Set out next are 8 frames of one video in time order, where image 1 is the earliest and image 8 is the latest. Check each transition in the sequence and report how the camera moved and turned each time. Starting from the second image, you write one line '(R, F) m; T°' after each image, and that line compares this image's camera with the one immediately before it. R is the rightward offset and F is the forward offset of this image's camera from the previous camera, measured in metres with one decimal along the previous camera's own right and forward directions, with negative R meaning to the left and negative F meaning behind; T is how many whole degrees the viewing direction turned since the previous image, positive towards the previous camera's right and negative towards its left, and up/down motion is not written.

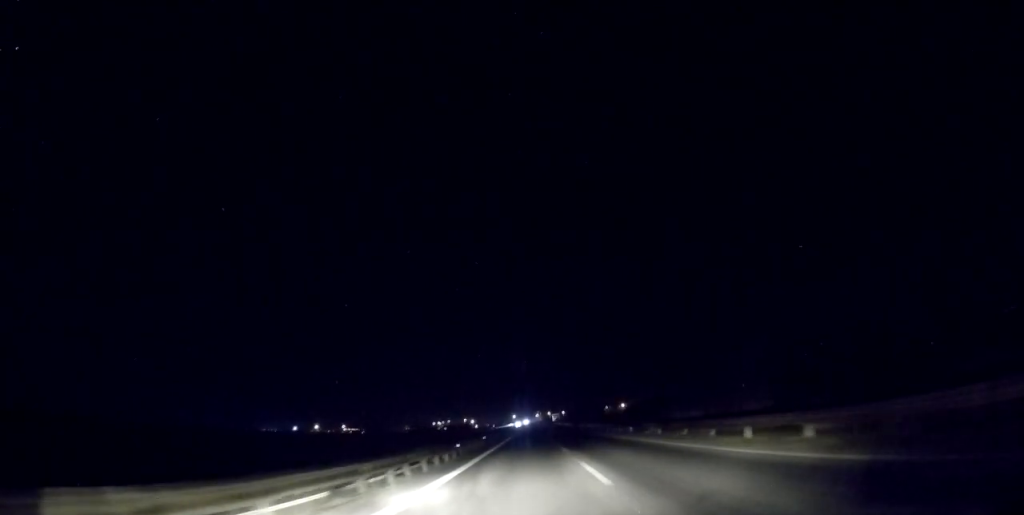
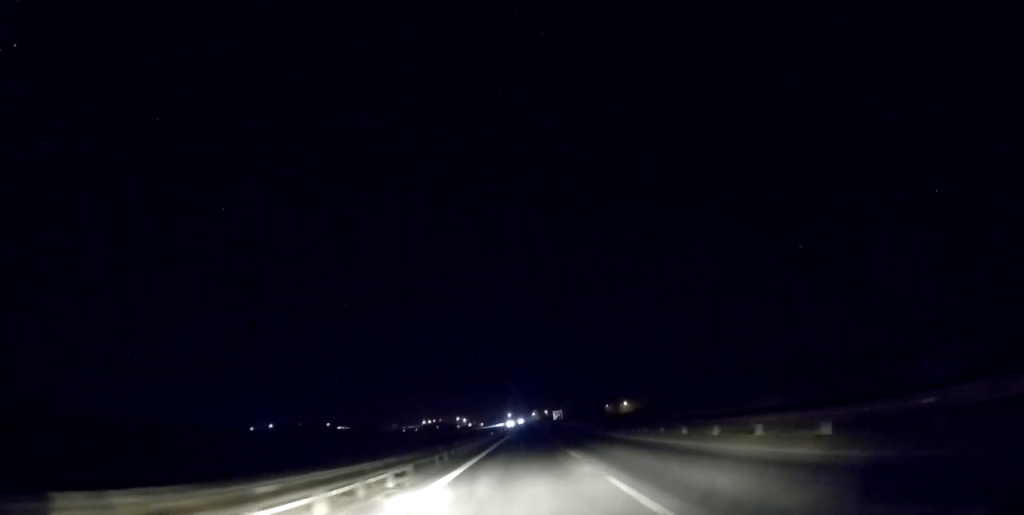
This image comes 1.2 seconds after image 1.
(+0.1, +40.5) m; +1°
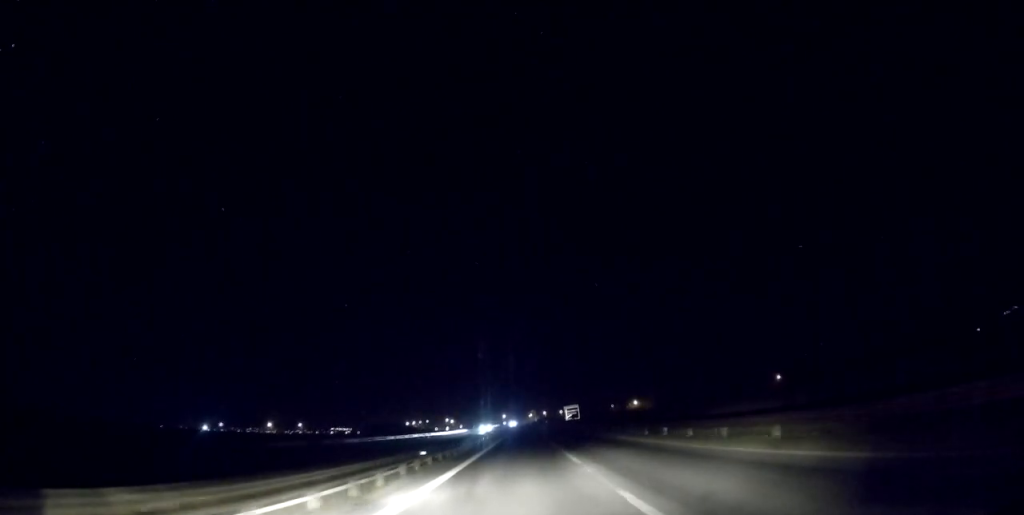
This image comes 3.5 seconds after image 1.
(-0.7, +73.9) m; -1°
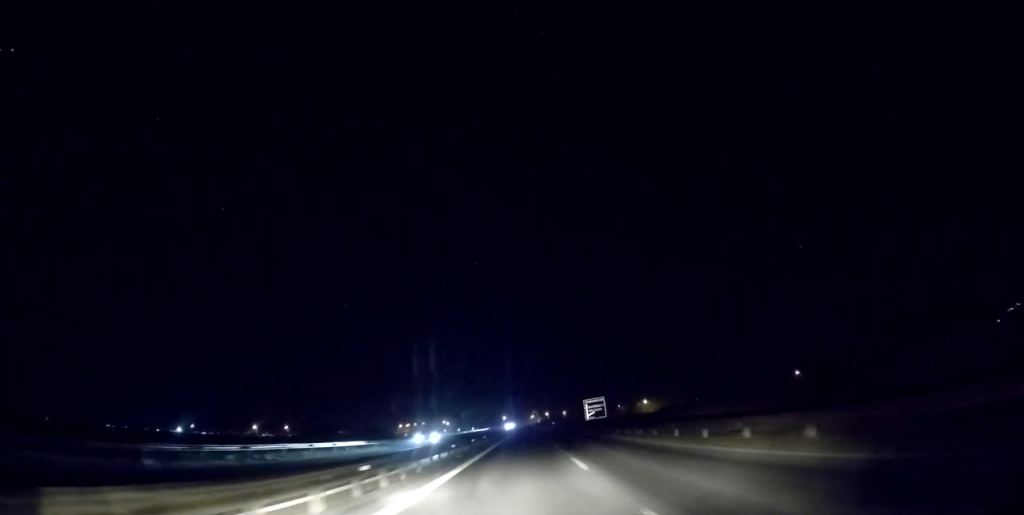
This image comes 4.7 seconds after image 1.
(+0.3, +38.8) m; +1°
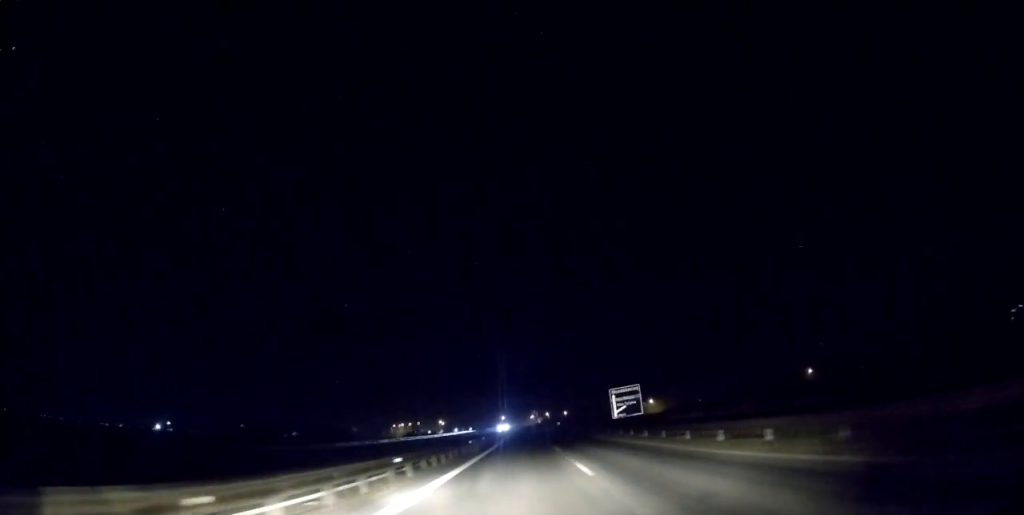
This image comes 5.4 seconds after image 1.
(+0.2, +25.7) m; 0°
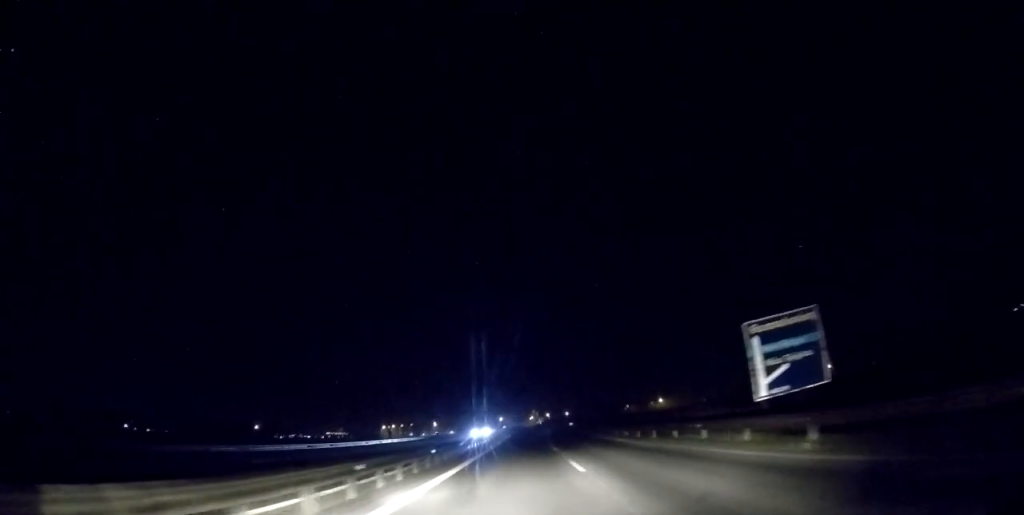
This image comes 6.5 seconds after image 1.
(-0.1, +35.0) m; 0°
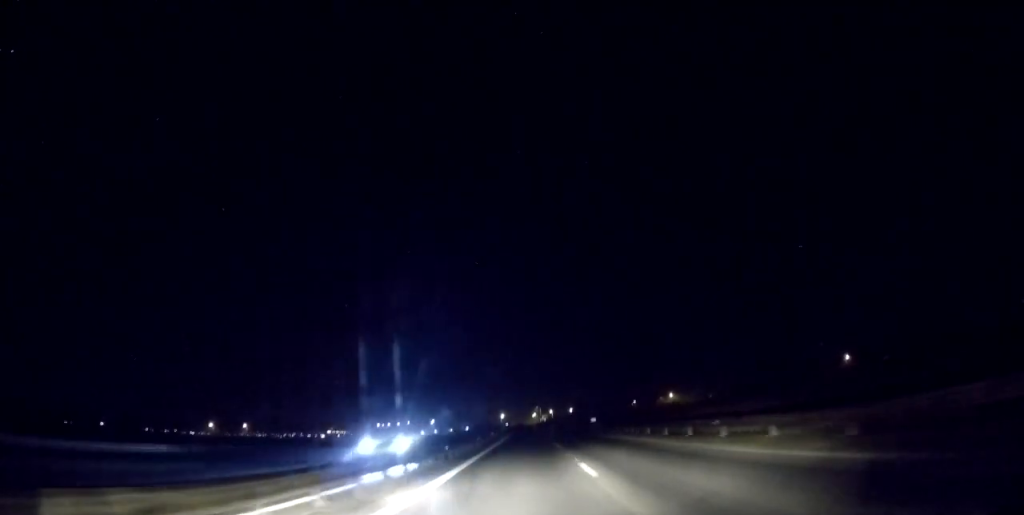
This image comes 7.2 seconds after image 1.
(-0.1, +25.6) m; 0°
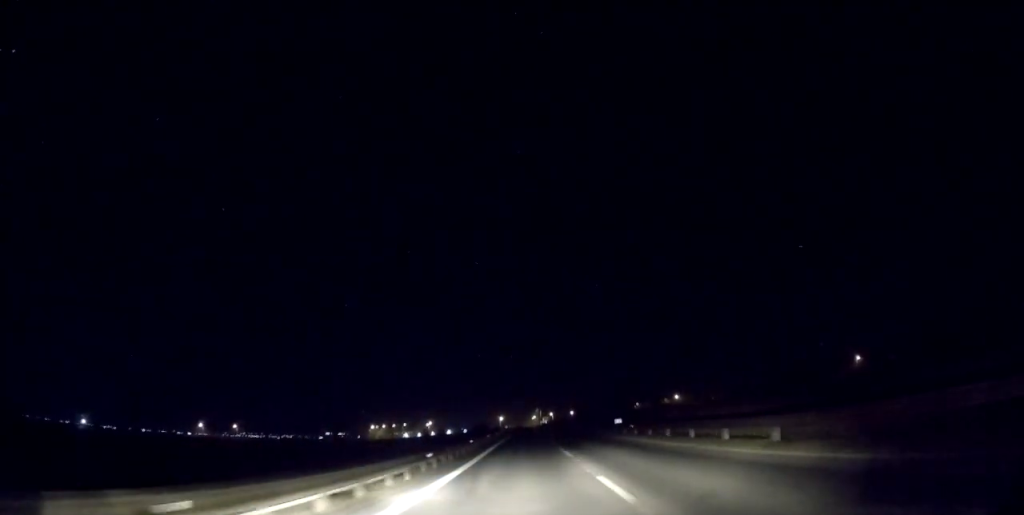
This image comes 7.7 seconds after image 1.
(0.0, +16.1) m; 0°
